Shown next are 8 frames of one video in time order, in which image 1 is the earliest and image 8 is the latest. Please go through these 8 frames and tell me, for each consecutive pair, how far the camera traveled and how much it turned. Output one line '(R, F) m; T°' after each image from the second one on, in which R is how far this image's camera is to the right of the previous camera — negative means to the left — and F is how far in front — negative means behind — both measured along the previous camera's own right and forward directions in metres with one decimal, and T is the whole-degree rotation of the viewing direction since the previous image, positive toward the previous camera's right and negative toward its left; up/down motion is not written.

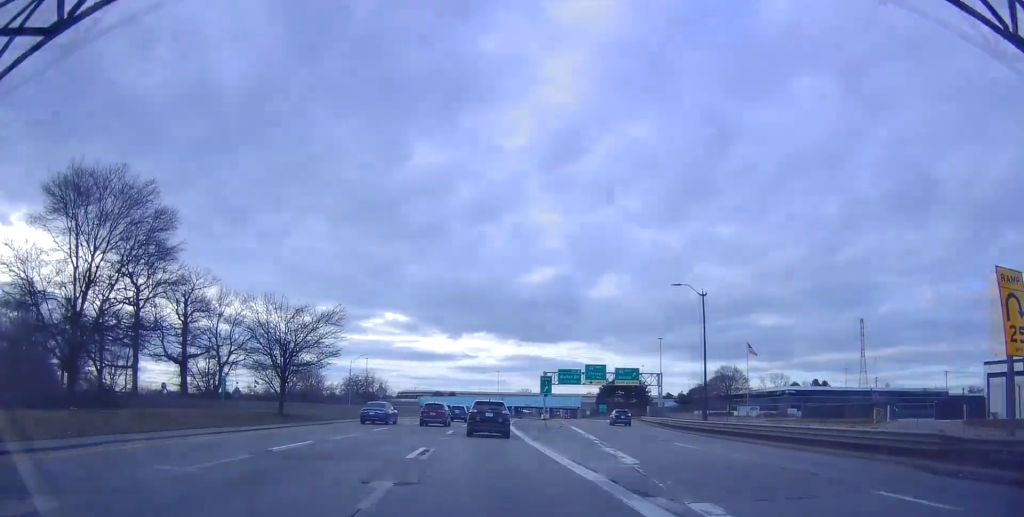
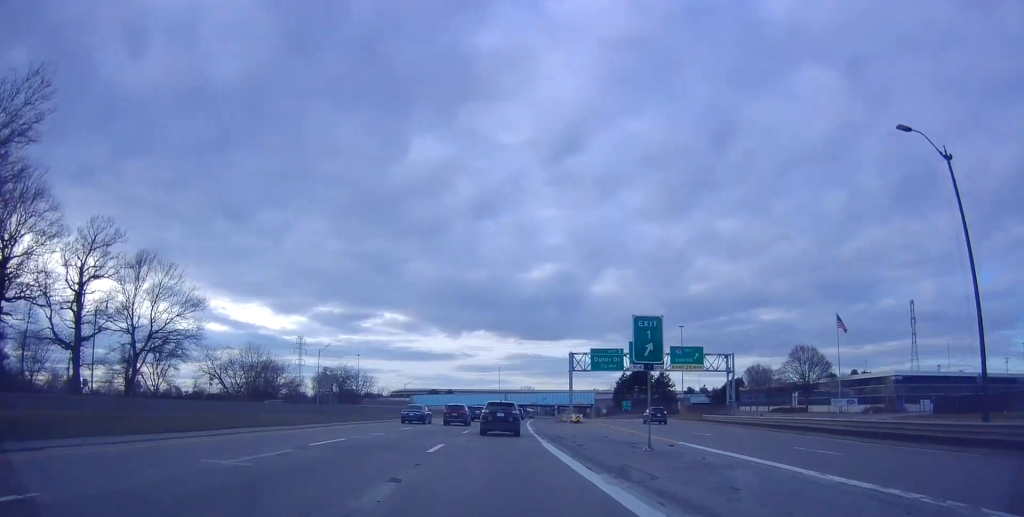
(-0.6, +29.7) m; +1°
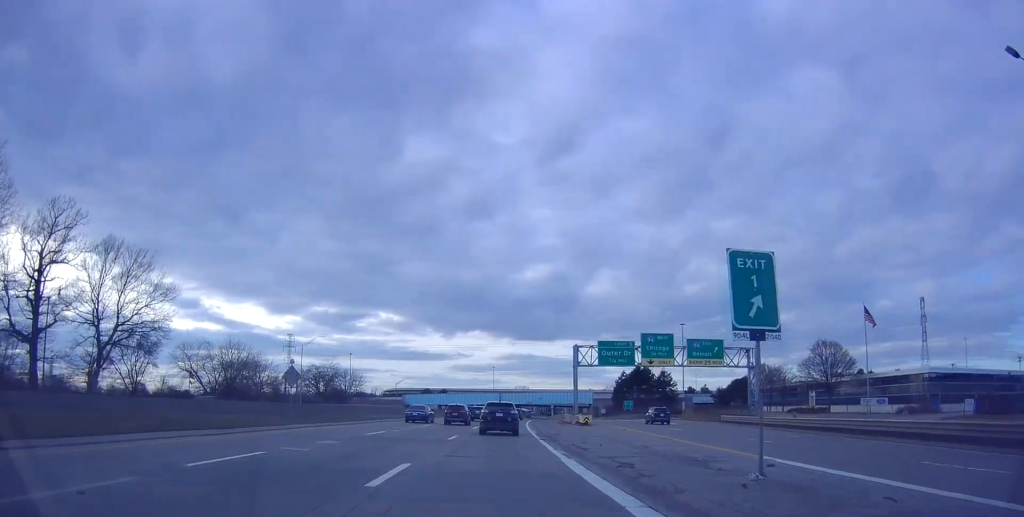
(+0.2, +7.9) m; +1°
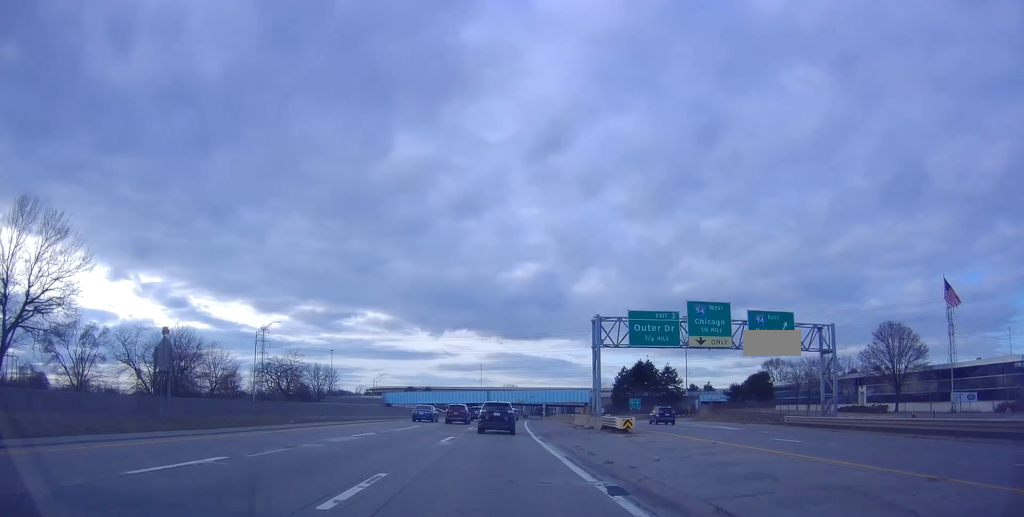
(0.0, +17.7) m; 0°
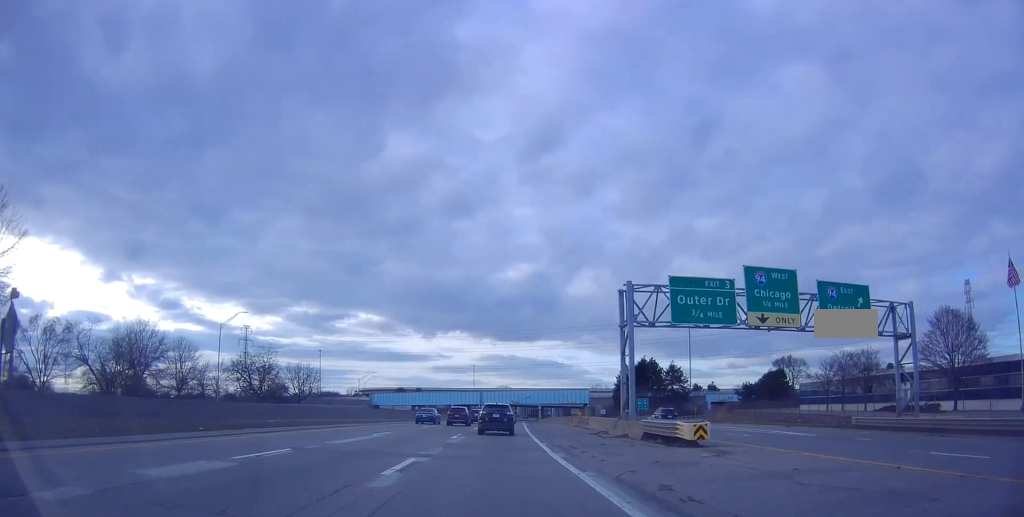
(0.0, +11.0) m; 0°
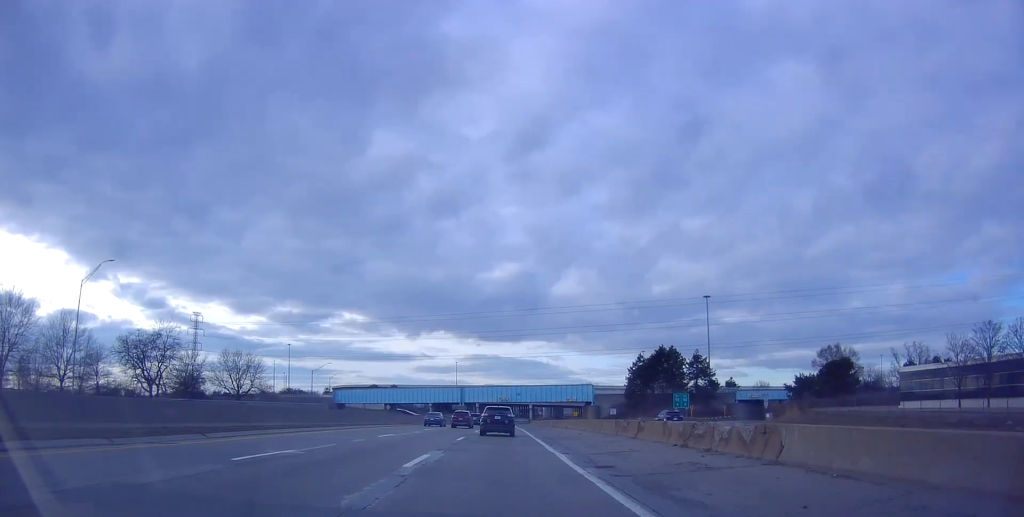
(0.0, +29.9) m; +3°
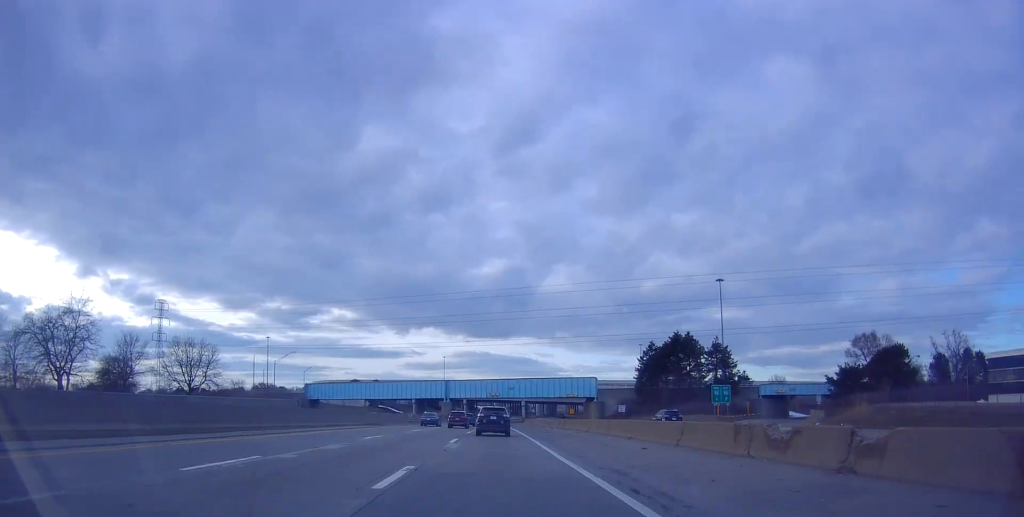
(+0.8, +17.4) m; 0°
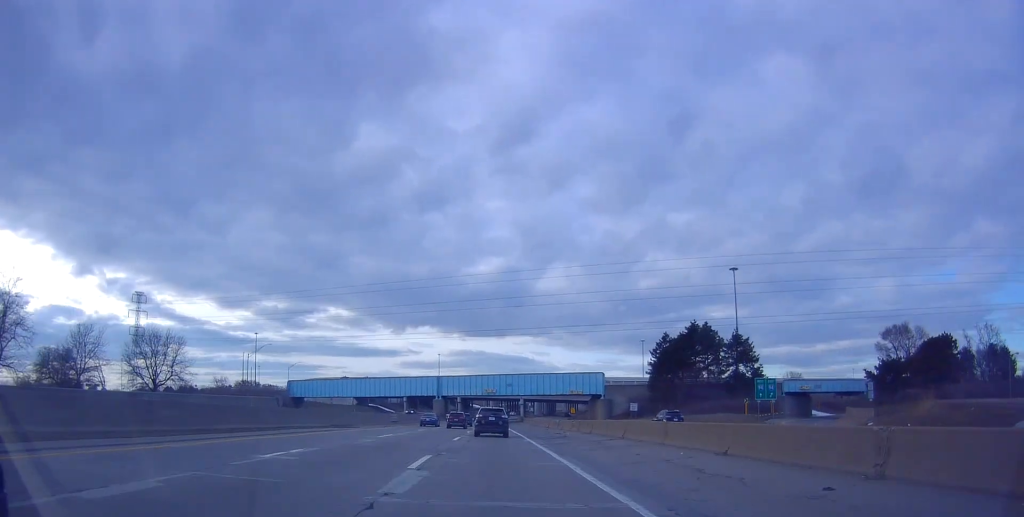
(-0.1, +11.4) m; 0°
